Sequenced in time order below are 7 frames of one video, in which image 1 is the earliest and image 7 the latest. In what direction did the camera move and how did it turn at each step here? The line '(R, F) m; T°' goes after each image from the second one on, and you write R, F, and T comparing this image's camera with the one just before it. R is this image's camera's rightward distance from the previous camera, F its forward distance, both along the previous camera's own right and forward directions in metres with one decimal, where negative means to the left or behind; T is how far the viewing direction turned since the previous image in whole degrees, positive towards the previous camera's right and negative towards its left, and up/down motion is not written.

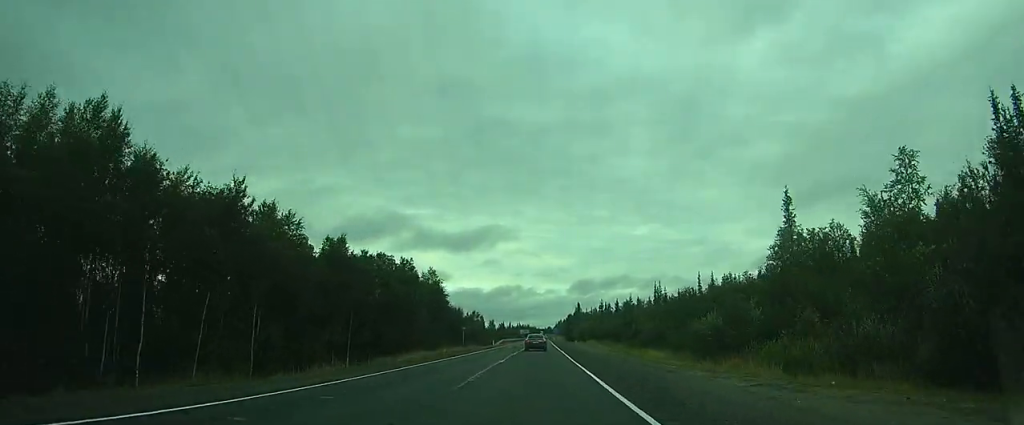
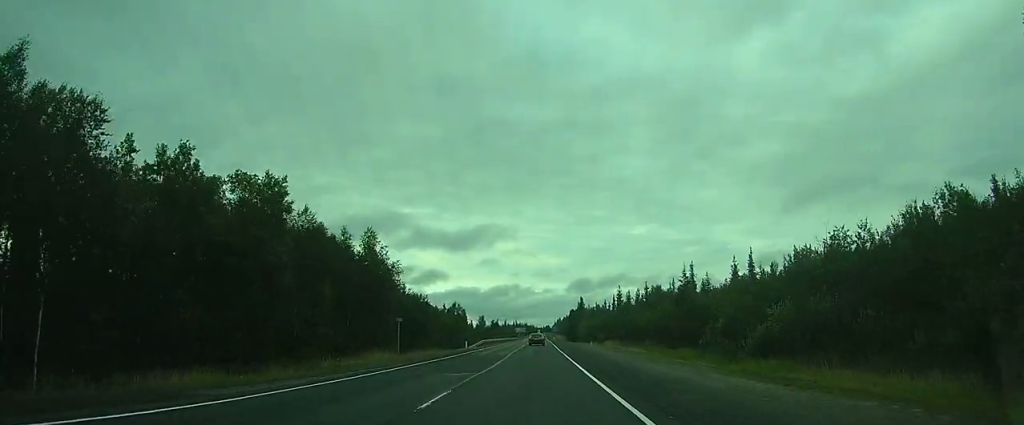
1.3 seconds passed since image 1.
(+0.2, +30.8) m; 0°
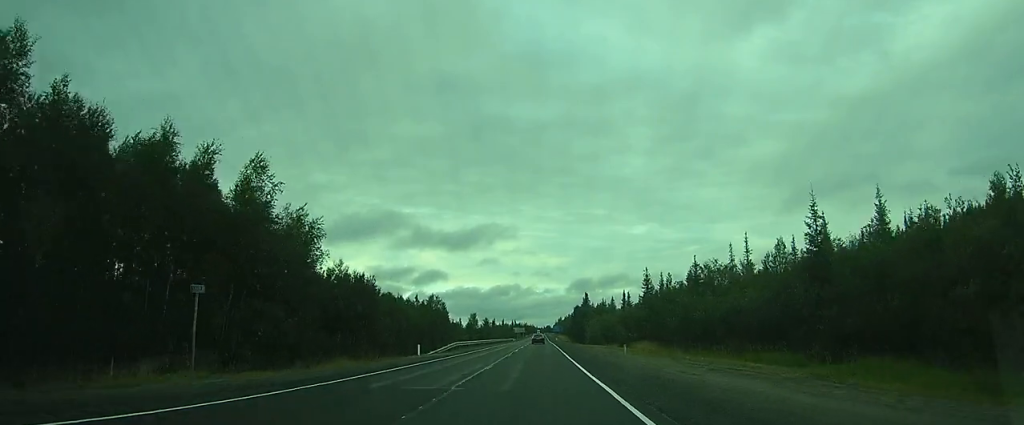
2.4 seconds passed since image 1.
(+0.1, +24.1) m; 0°
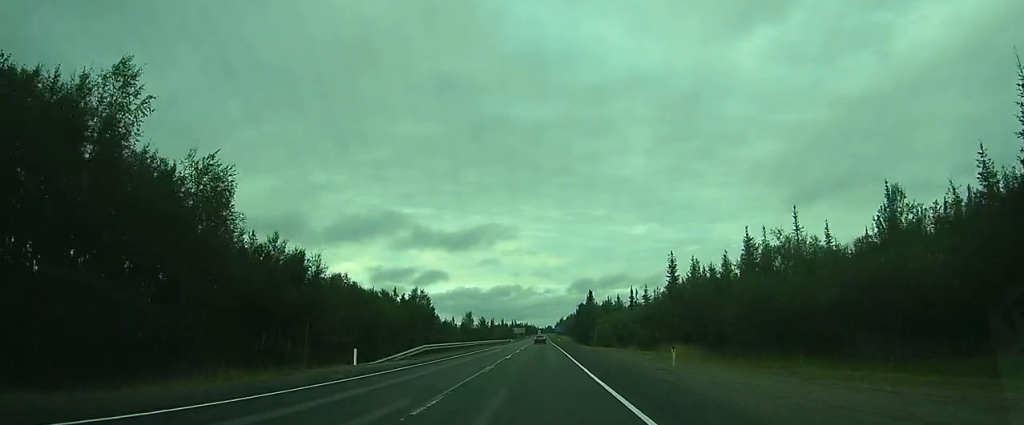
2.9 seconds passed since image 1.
(0.0, +13.3) m; 0°
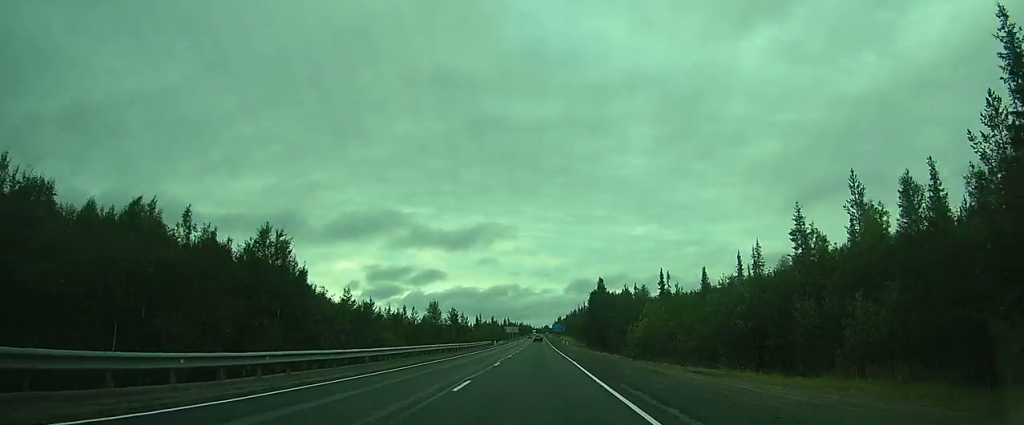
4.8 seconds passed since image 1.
(-0.2, +44.6) m; 0°
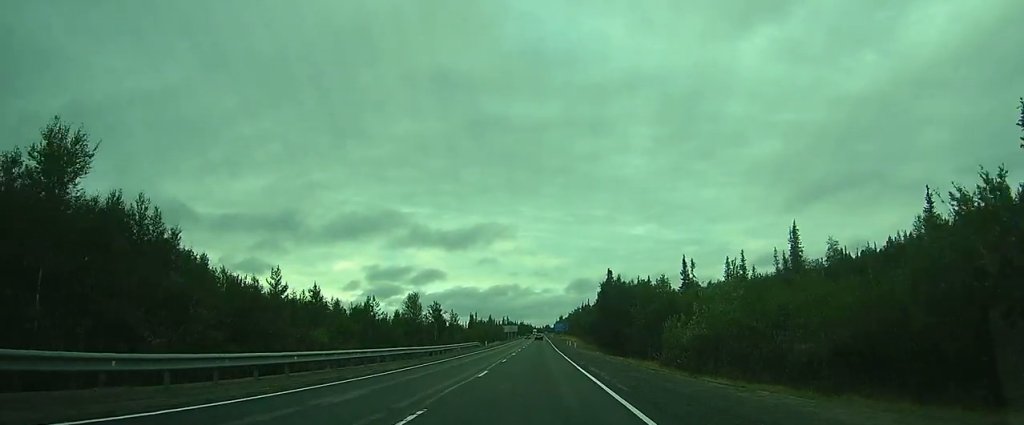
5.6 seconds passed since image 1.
(+0.1, +18.7) m; 0°
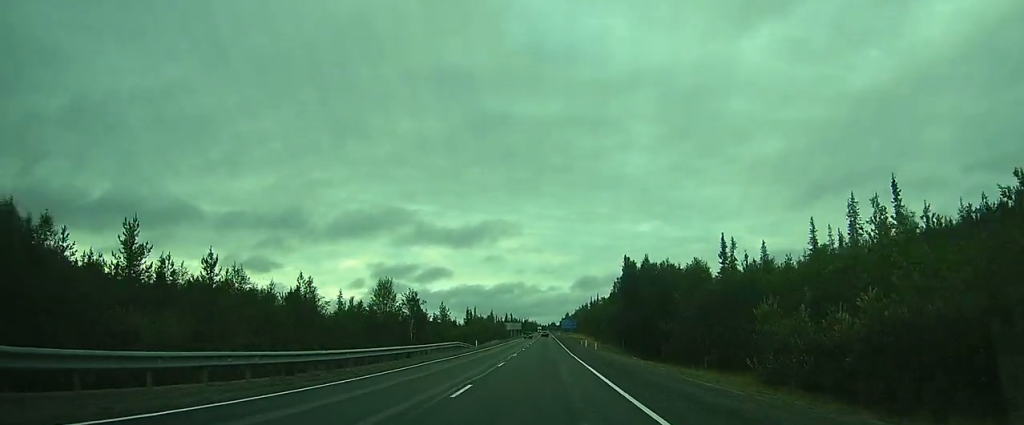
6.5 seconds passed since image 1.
(-0.1, +19.4) m; 0°
